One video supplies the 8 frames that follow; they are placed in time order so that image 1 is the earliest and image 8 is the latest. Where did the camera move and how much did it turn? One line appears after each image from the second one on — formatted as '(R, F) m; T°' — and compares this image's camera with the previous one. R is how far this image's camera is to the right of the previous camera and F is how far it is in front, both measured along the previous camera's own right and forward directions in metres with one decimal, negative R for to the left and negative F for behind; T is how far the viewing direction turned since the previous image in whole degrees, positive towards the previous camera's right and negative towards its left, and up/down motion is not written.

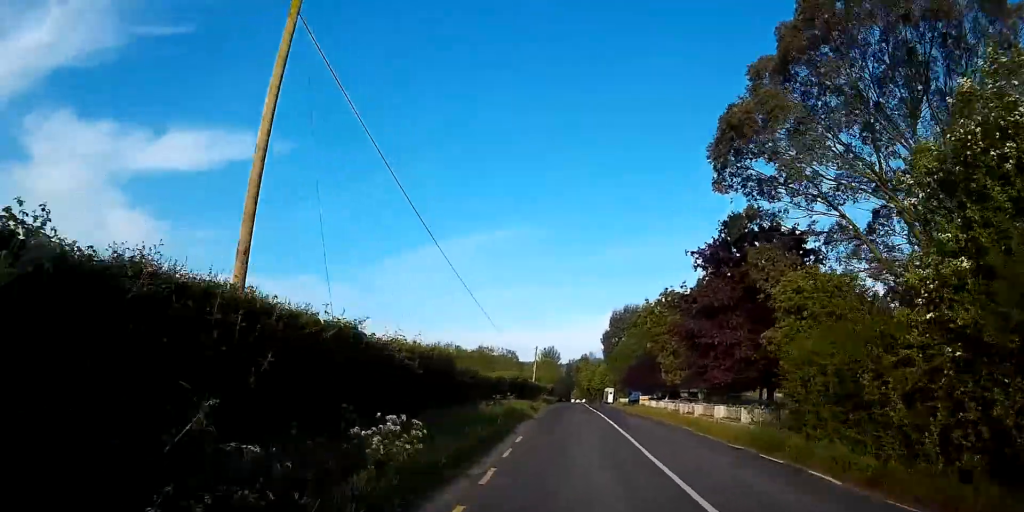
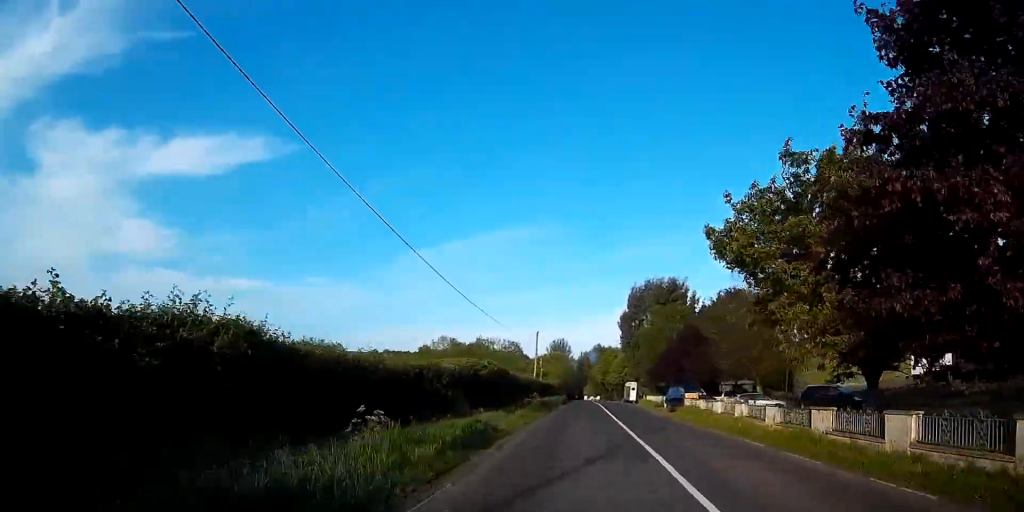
(-0.1, +20.2) m; 0°
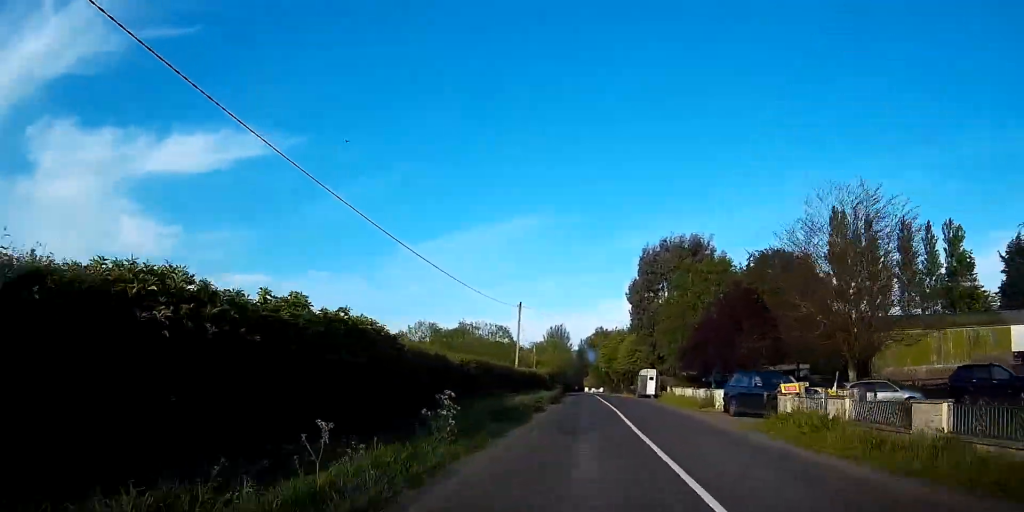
(+0.2, +19.5) m; 0°
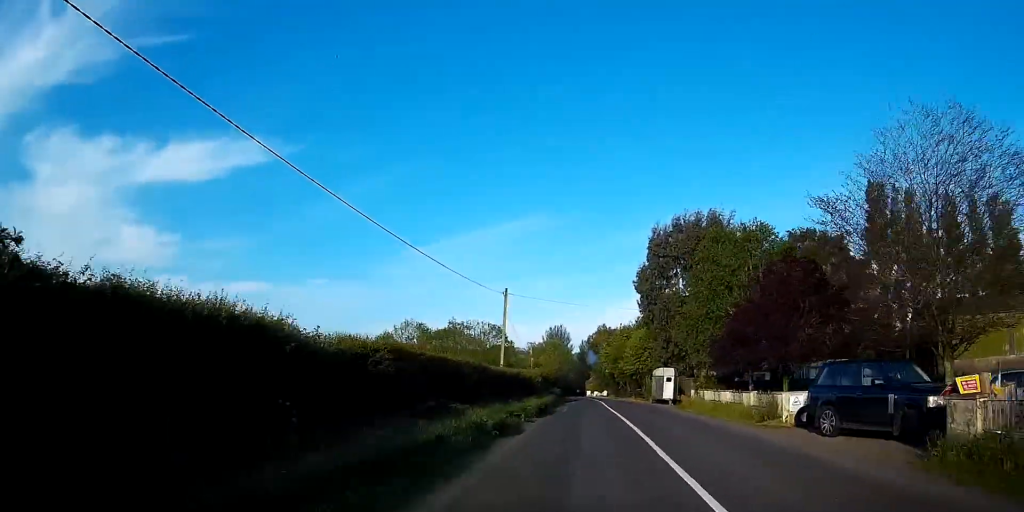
(-0.1, +10.3) m; 0°
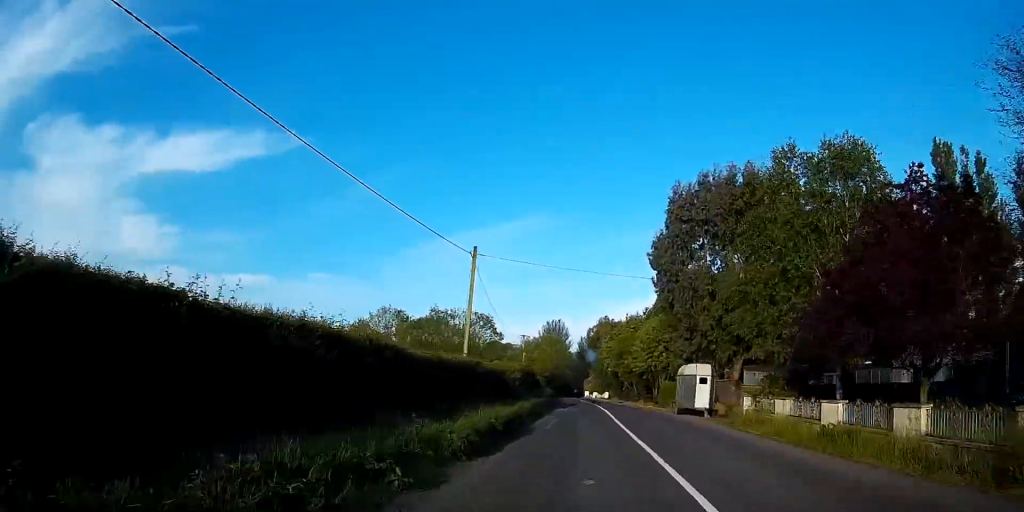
(-0.2, +13.2) m; 0°
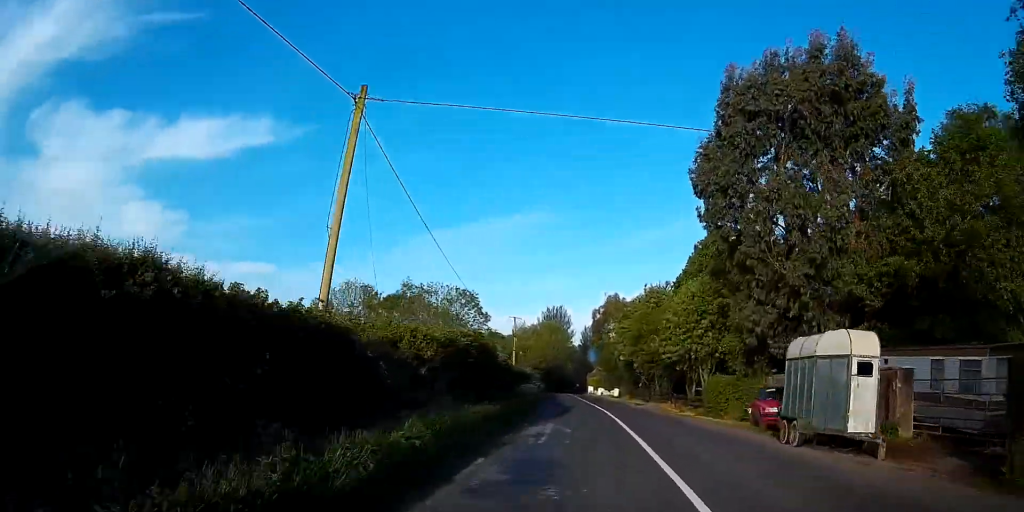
(+0.1, +17.8) m; 0°
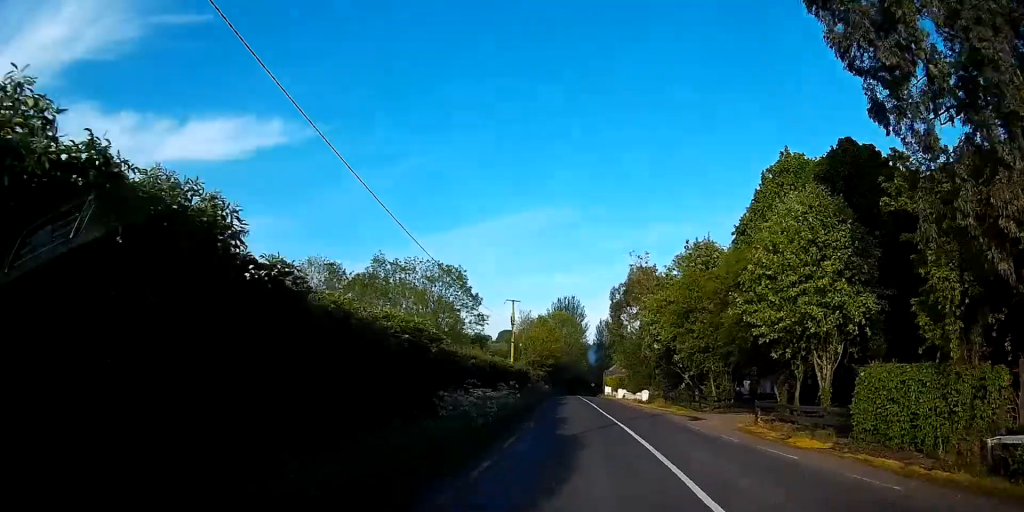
(0.0, +16.5) m; -1°
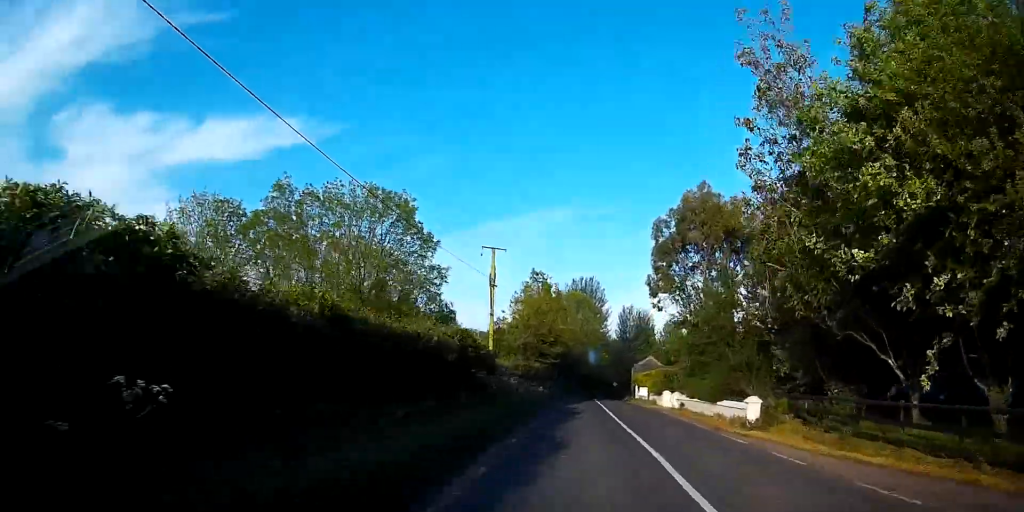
(-0.6, +25.3) m; -1°
